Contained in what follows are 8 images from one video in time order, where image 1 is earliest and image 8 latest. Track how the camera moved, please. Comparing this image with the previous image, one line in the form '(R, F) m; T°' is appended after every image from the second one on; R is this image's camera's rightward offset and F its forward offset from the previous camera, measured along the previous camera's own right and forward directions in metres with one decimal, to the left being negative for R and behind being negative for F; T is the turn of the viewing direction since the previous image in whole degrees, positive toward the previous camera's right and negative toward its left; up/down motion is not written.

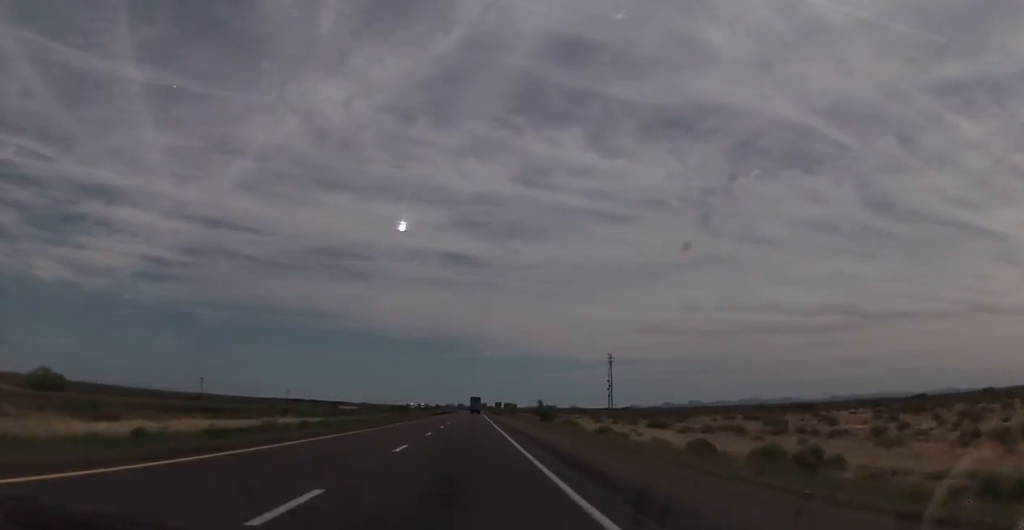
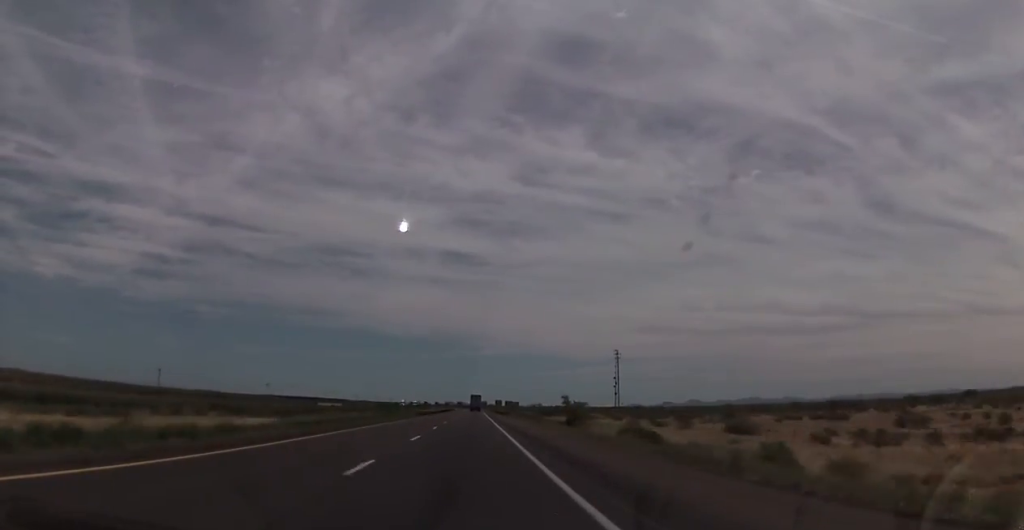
(+0.1, +31.4) m; 0°
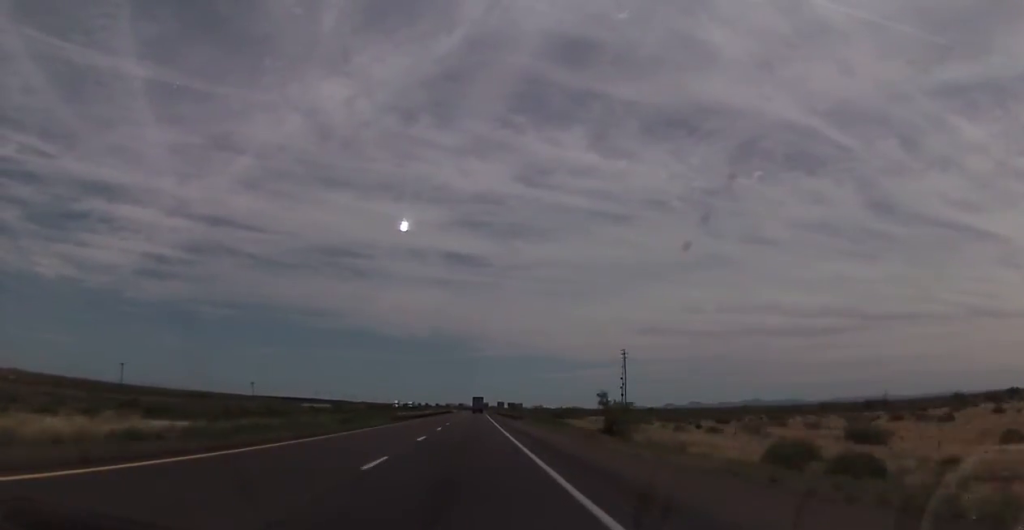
(+0.1, +22.9) m; 0°
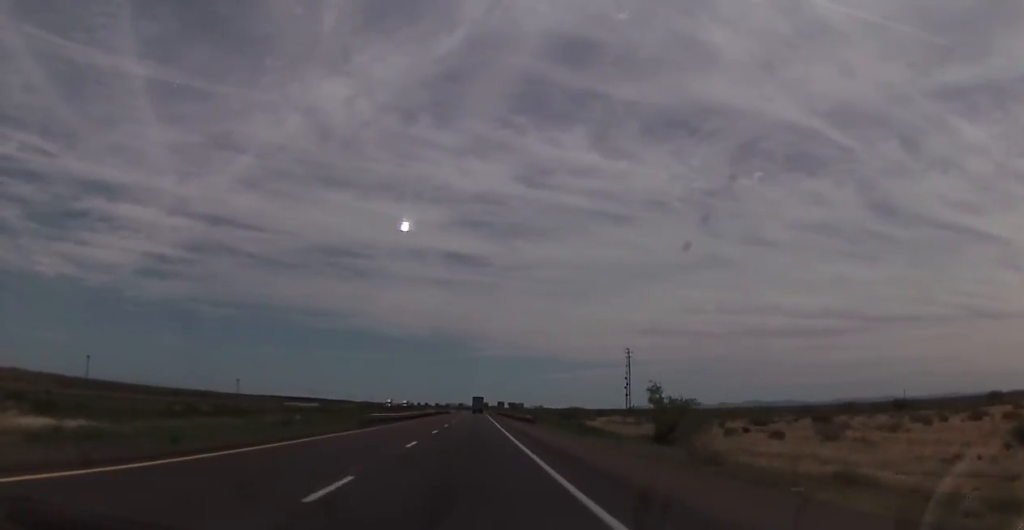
(+0.1, +16.8) m; 0°
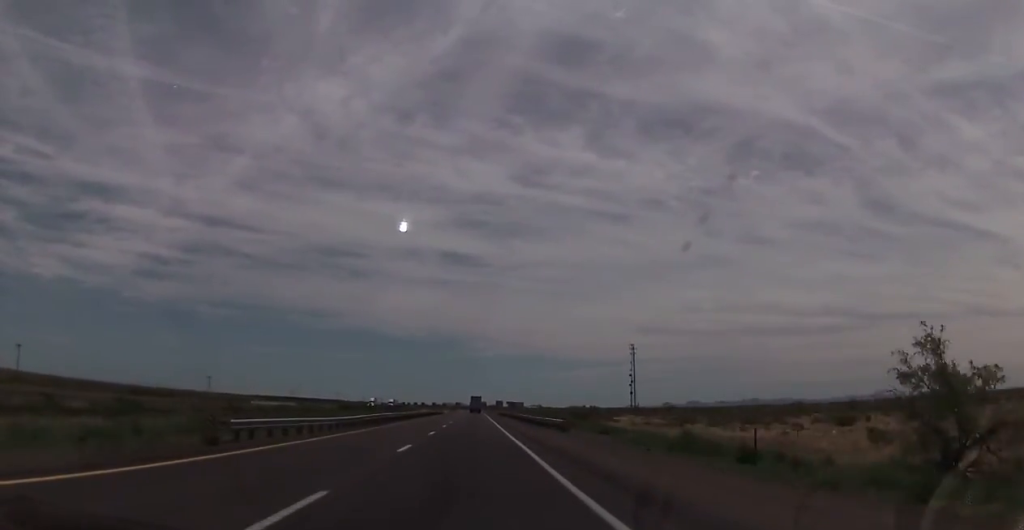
(0.0, +26.4) m; 0°
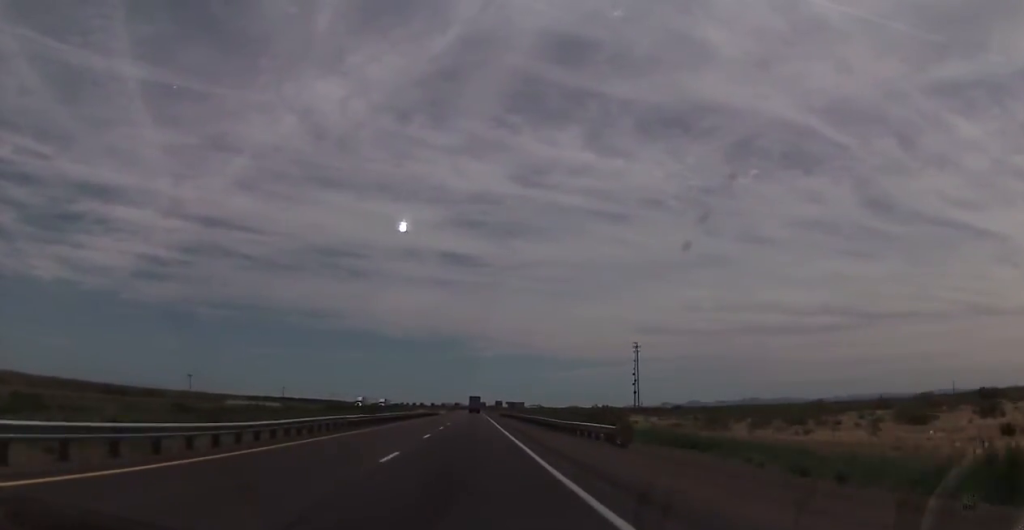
(0.0, +15.6) m; 0°
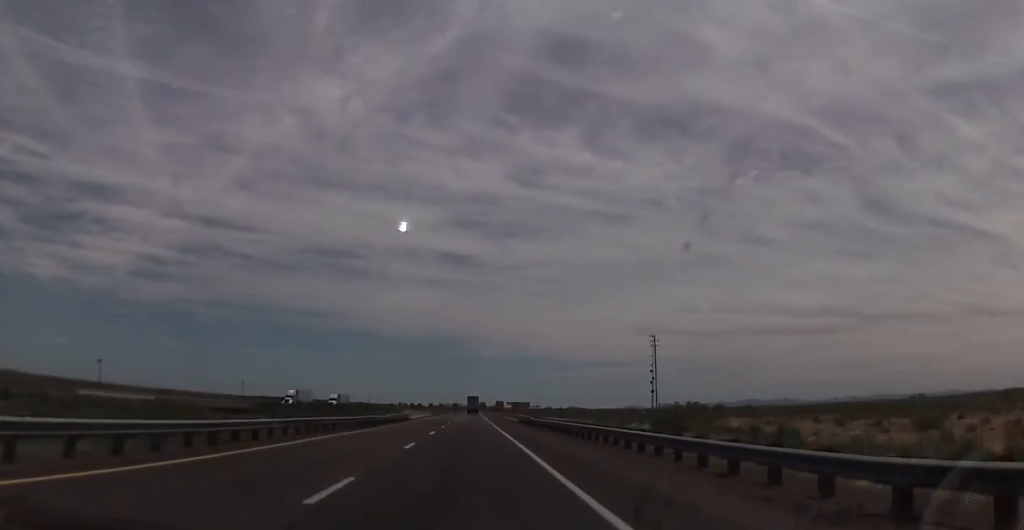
(+0.3, +55.5) m; 0°
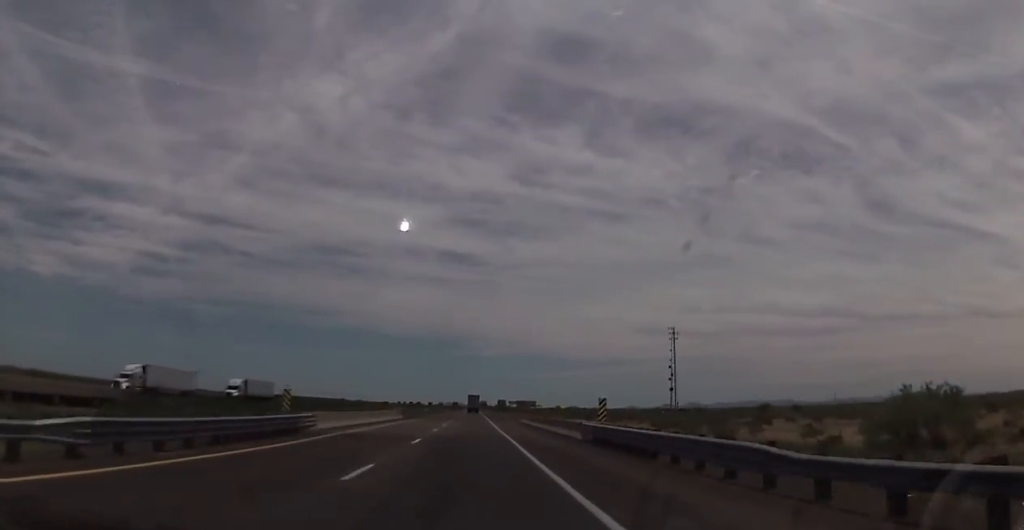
(-0.1, +45.8) m; 0°
